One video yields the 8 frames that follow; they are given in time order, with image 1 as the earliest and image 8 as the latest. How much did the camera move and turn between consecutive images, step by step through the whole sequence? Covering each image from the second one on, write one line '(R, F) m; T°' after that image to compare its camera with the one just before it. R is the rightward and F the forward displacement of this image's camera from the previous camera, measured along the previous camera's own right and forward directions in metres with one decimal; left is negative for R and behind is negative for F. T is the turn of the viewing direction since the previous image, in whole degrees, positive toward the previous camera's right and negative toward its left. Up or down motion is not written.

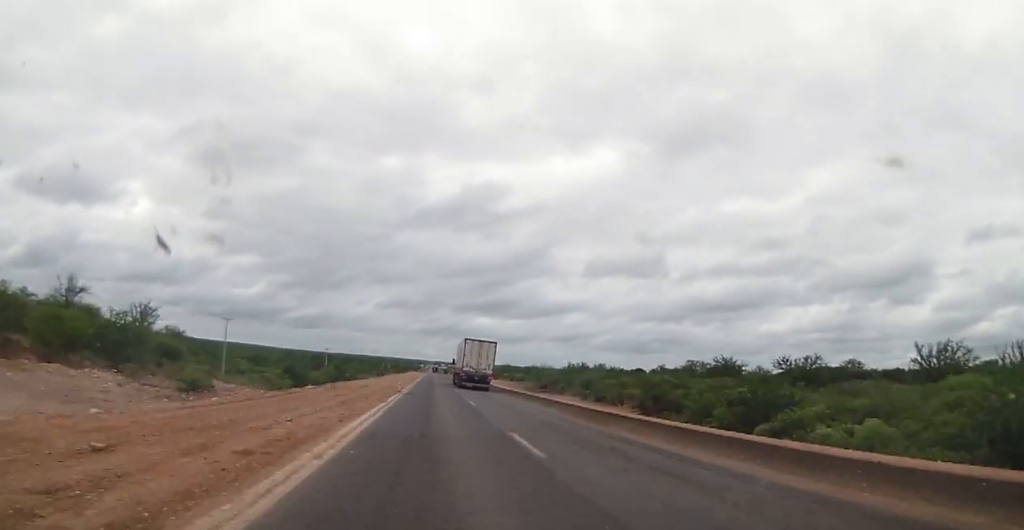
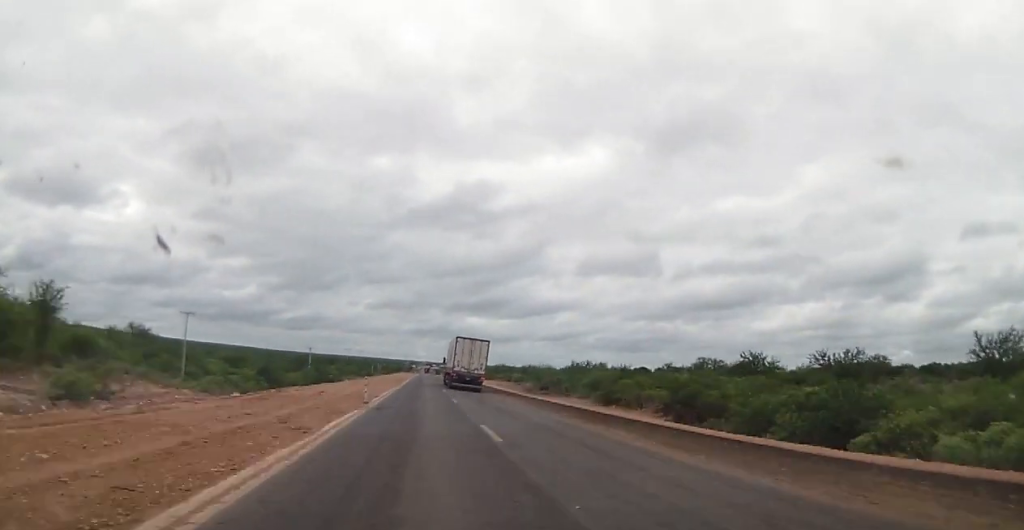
(+0.4, +14.7) m; +1°
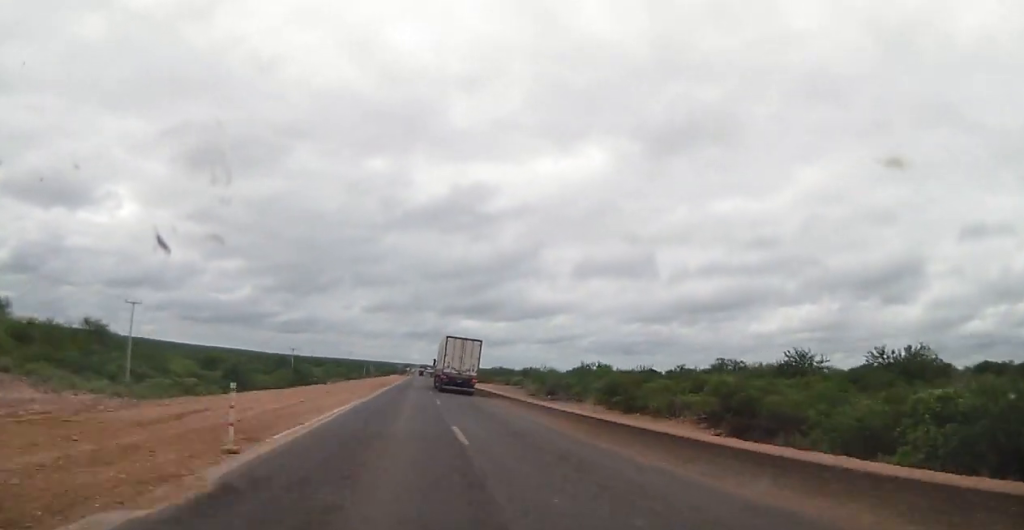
(+0.2, +16.4) m; 0°
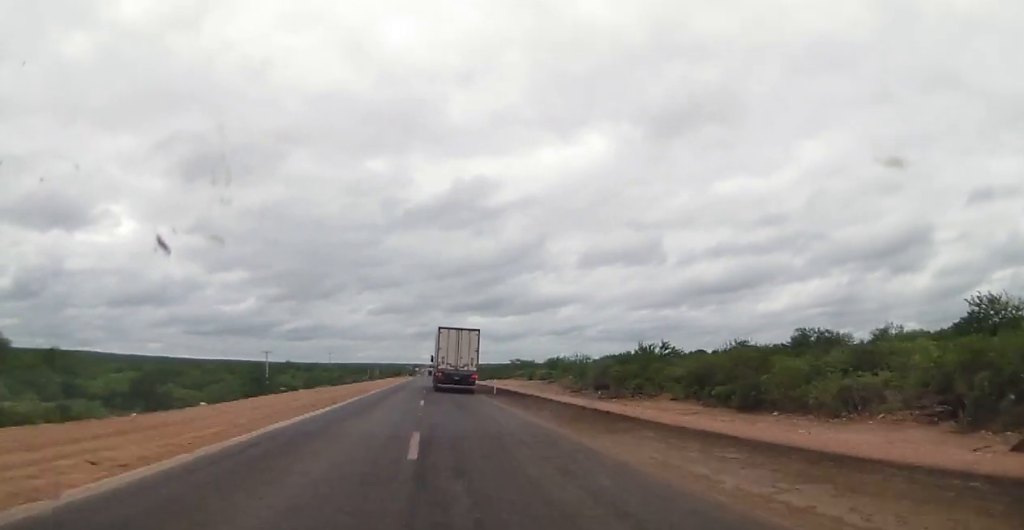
(-0.2, +36.0) m; -1°
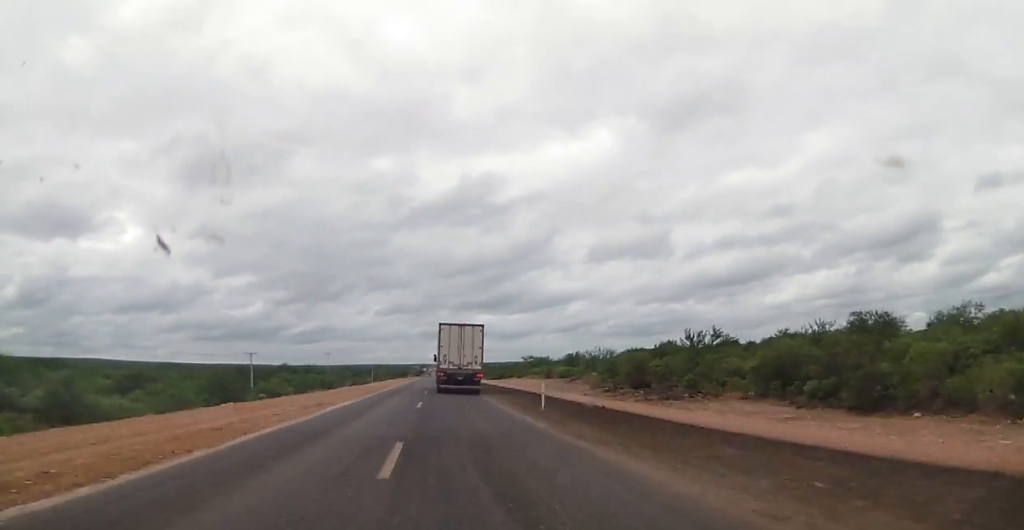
(0.0, +17.8) m; 0°
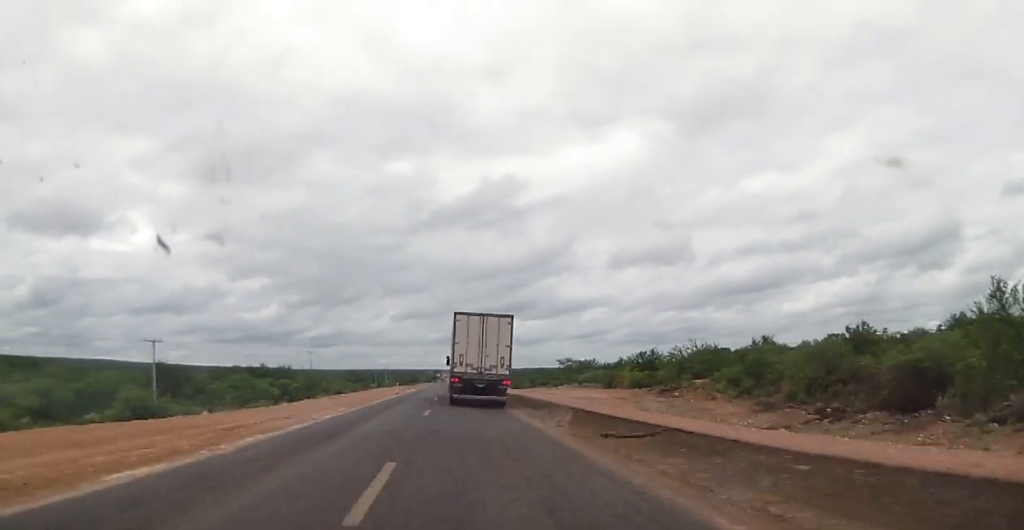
(-0.6, +49.8) m; -1°
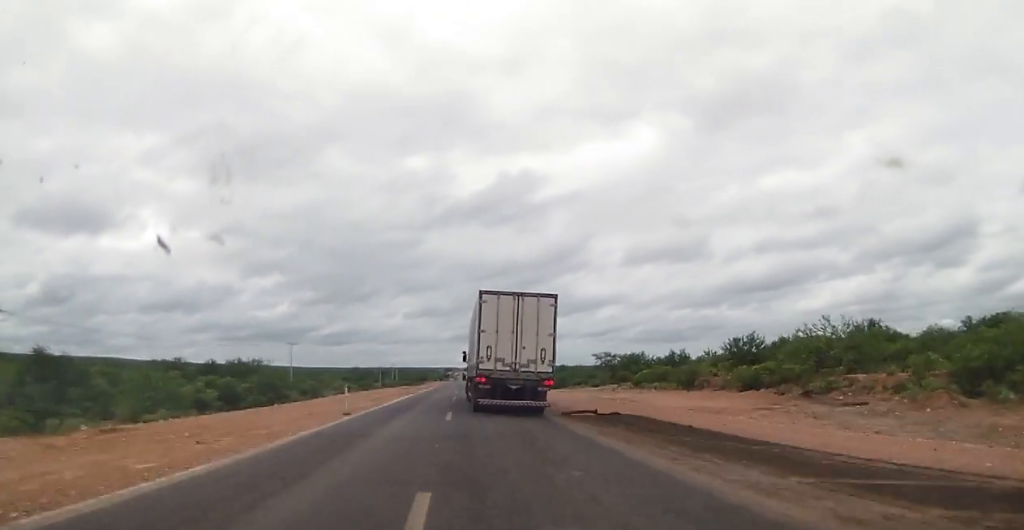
(-0.2, +31.9) m; -1°
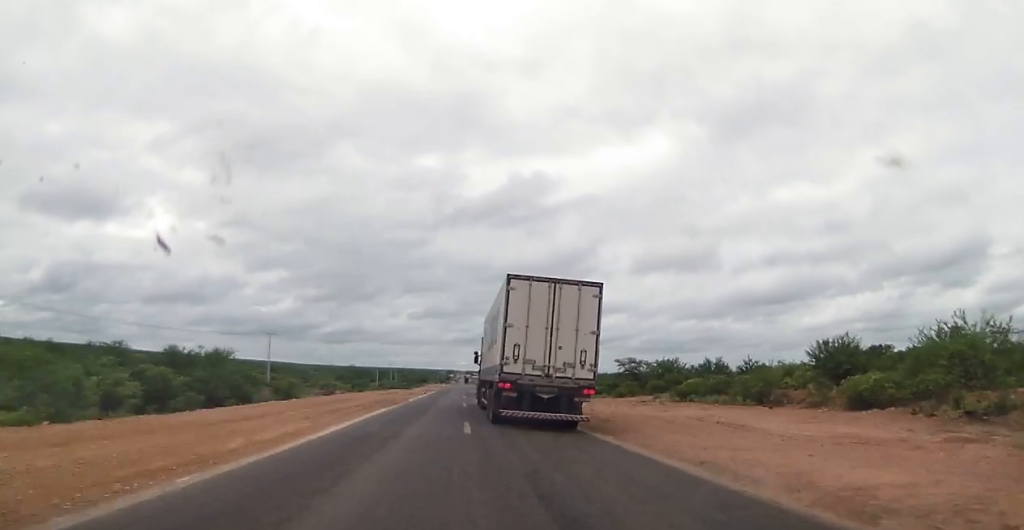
(-0.2, +18.9) m; -1°
